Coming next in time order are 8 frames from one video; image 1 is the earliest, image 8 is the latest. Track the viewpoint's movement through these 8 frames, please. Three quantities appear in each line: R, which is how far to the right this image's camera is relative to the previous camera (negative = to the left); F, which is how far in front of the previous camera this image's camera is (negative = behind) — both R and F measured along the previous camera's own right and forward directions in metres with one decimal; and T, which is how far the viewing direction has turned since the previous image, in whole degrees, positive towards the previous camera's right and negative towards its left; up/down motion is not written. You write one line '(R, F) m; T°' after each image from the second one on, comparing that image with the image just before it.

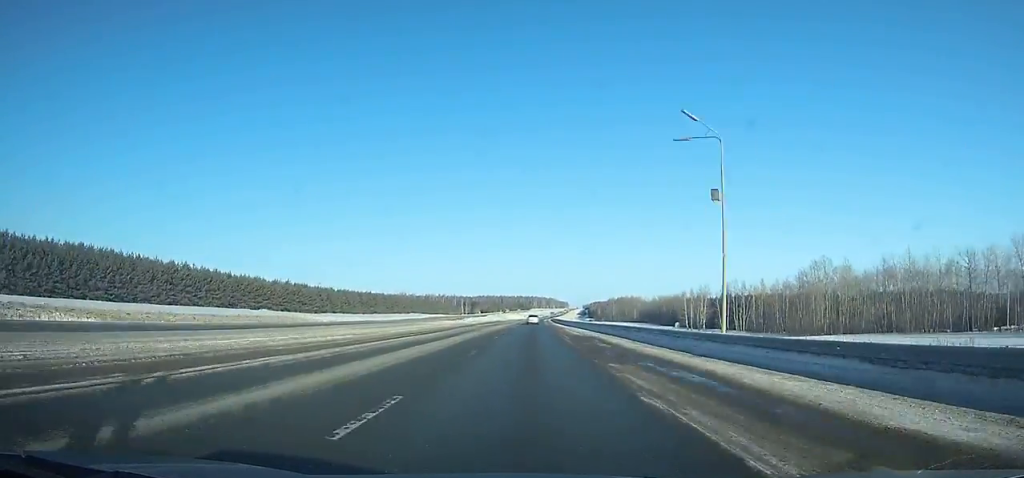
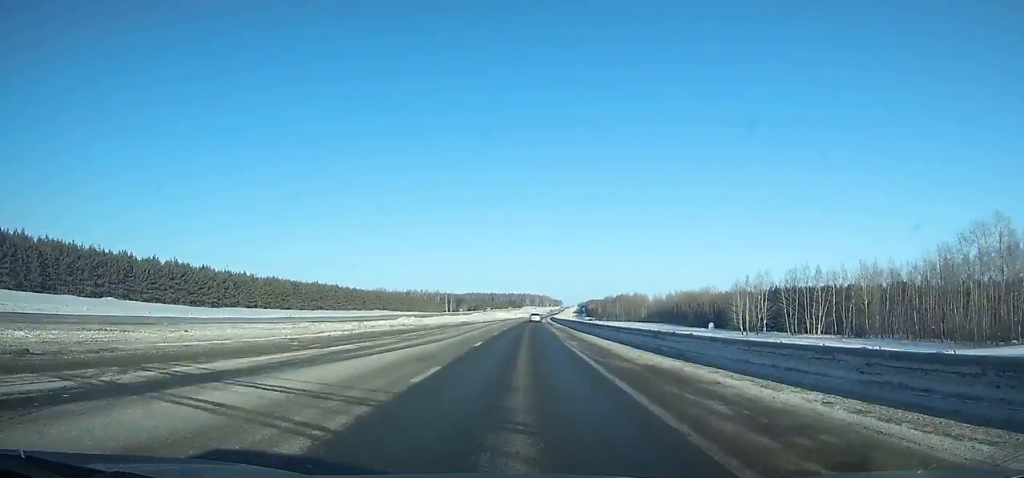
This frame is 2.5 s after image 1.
(+0.4, +64.6) m; +1°
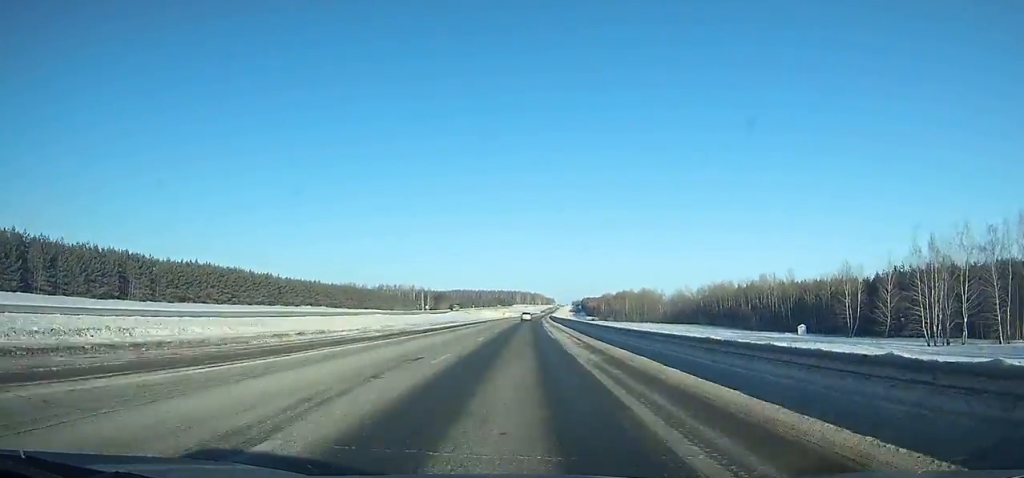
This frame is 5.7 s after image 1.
(+0.4, +80.3) m; +1°
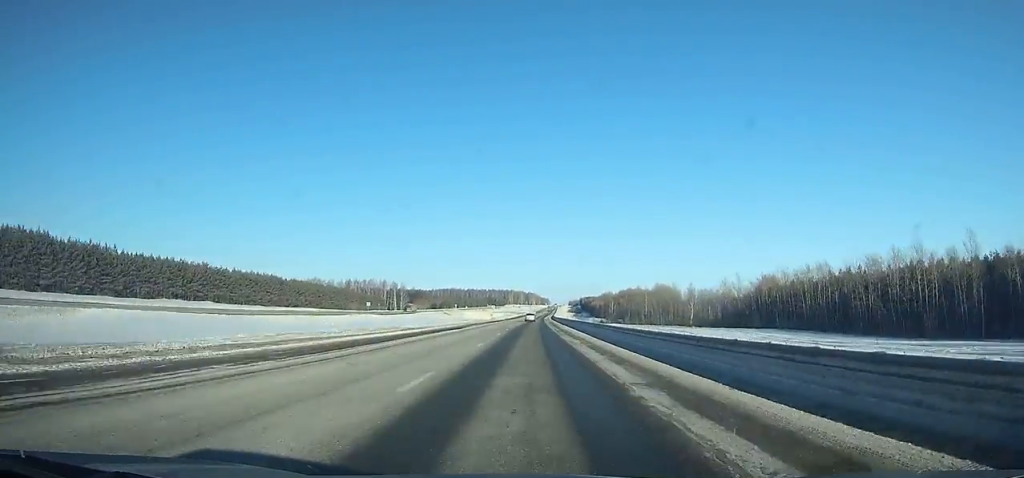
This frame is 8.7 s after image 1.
(+0.4, +74.3) m; +1°
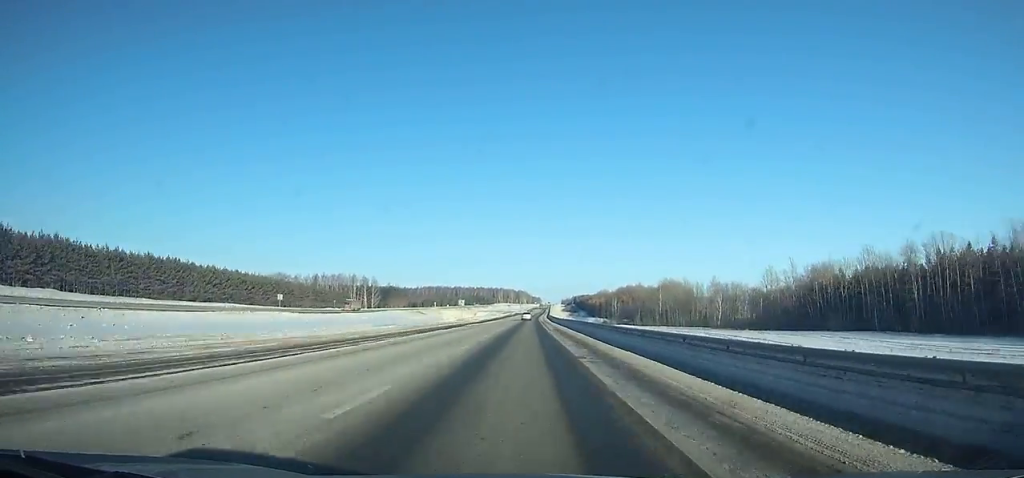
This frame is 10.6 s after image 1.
(+0.2, +48.0) m; +1°
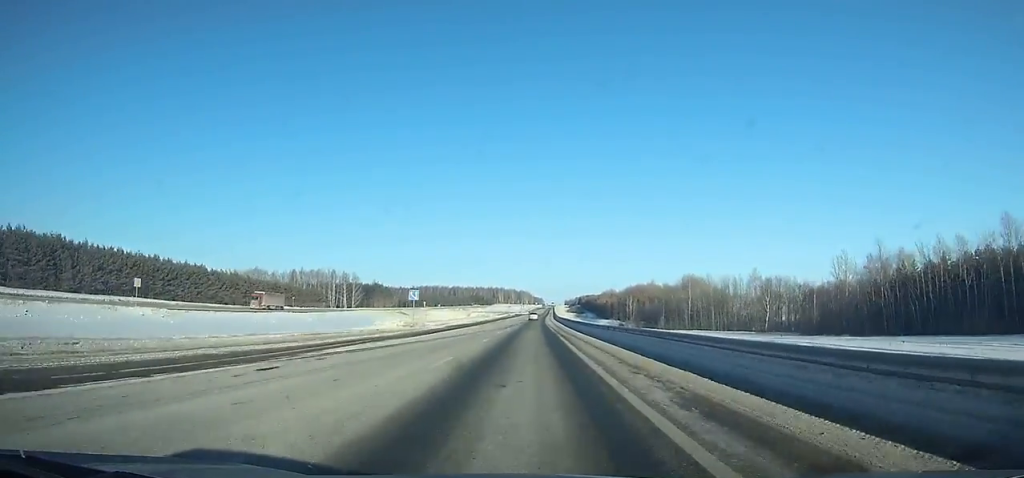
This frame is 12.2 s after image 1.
(+0.1, +41.1) m; +1°
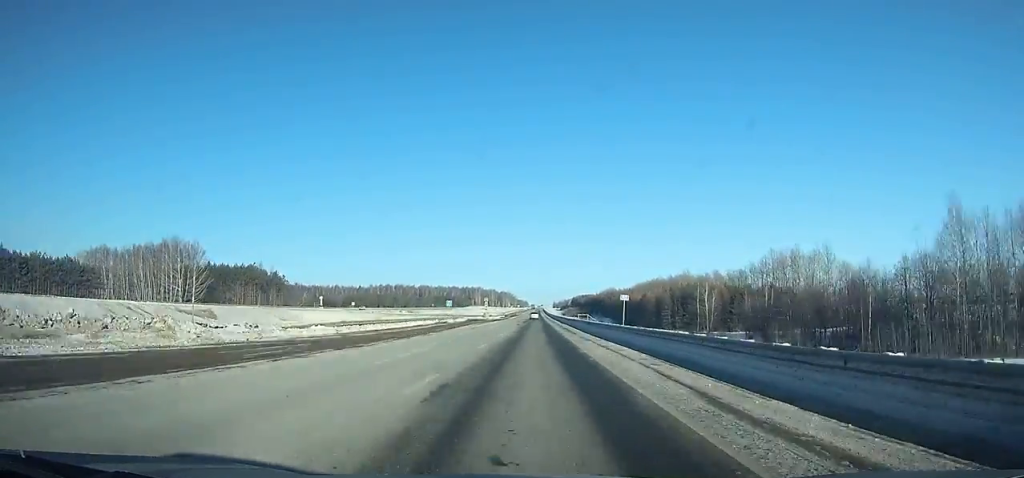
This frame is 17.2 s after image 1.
(+2.0, +133.0) m; +2°
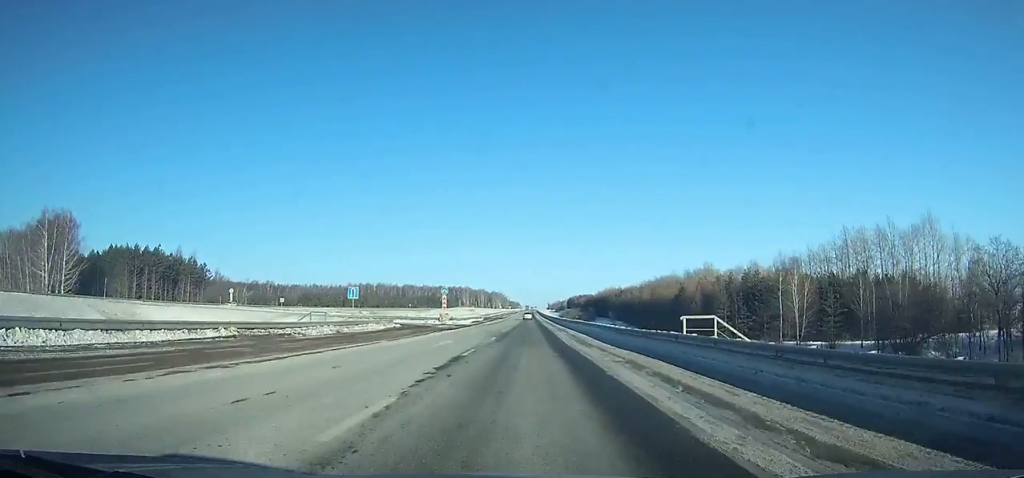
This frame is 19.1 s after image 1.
(+0.2, +51.7) m; 0°
